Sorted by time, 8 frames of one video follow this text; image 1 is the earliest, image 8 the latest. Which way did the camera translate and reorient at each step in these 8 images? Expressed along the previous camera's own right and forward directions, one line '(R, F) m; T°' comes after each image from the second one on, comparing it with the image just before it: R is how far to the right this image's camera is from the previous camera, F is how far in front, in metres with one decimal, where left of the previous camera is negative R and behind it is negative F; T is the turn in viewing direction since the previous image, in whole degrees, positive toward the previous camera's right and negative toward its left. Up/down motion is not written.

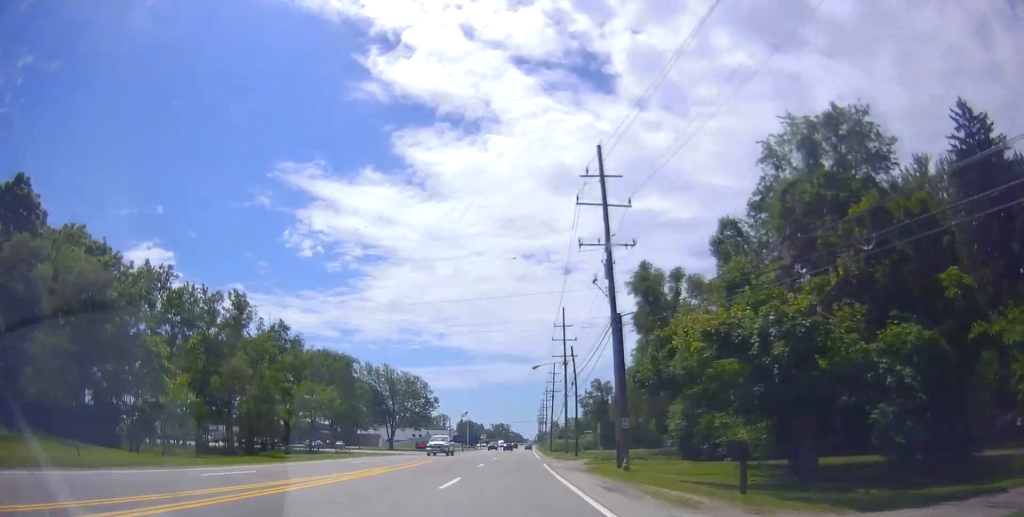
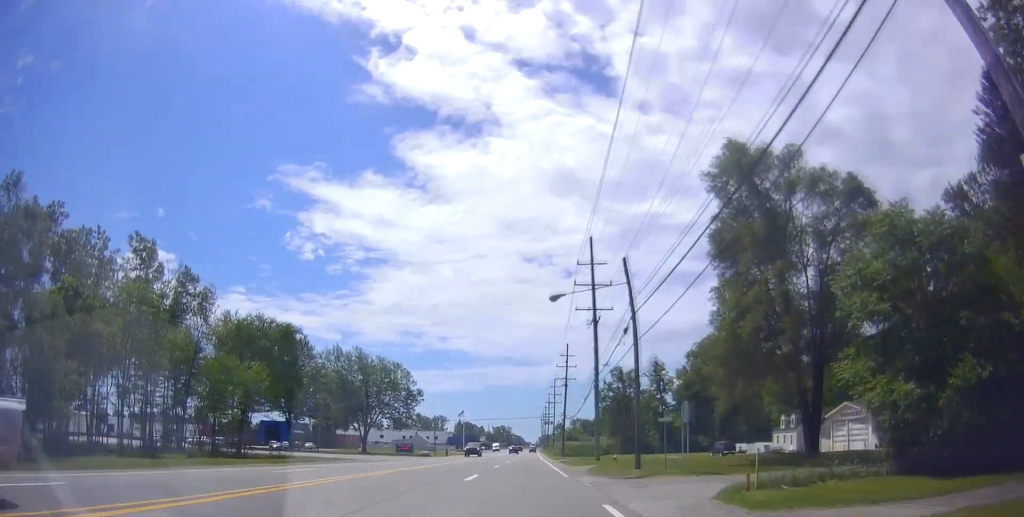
(-0.6, +26.8) m; -2°
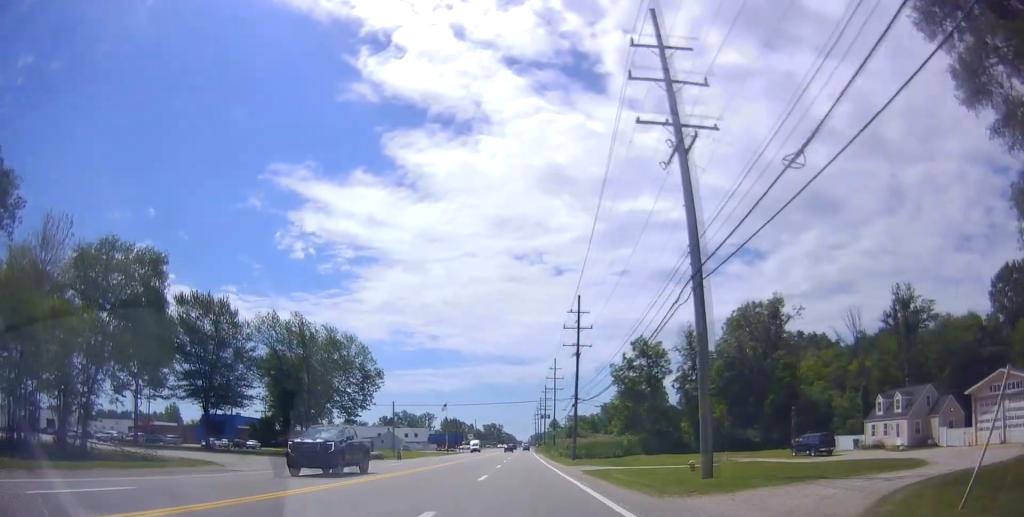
(+0.1, +28.7) m; +1°
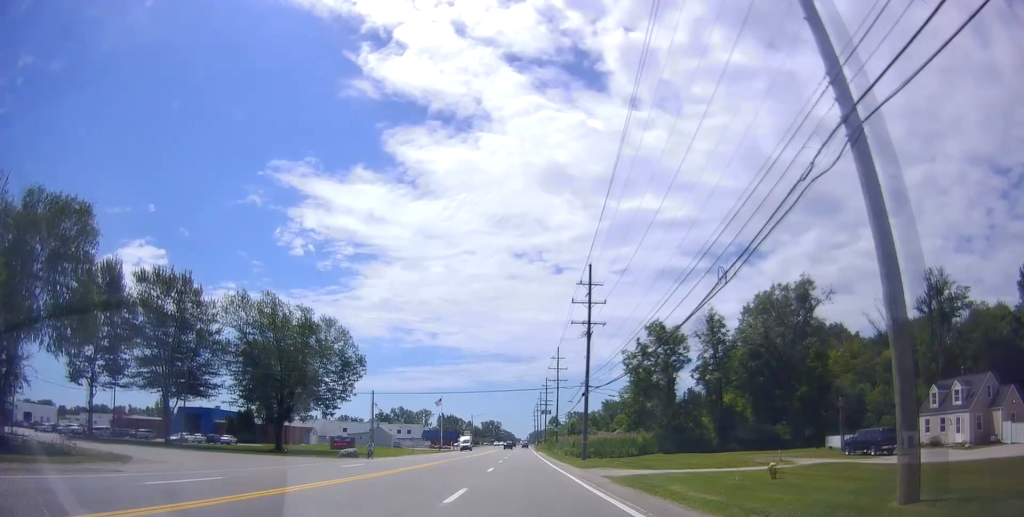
(0.0, +10.3) m; 0°
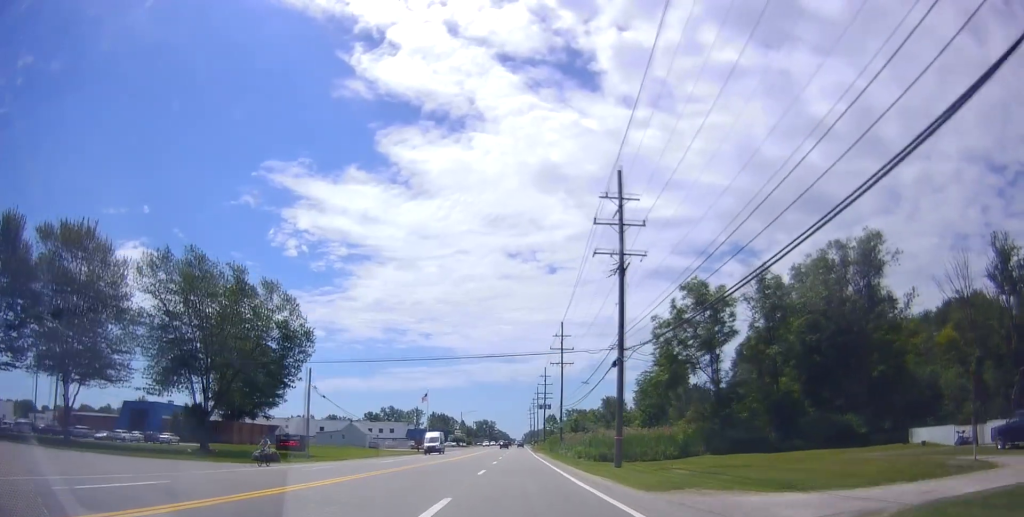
(+0.1, +19.1) m; +1°
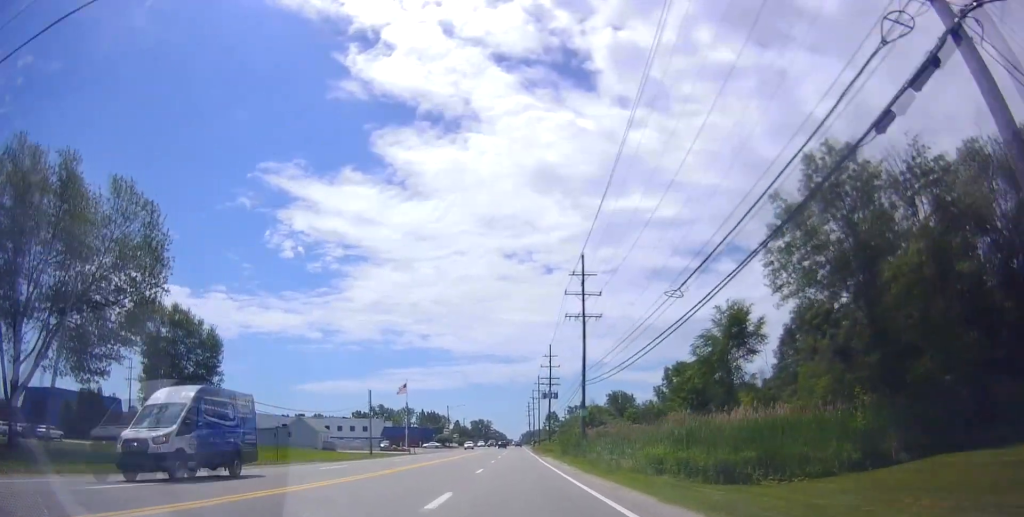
(0.0, +28.3) m; 0°
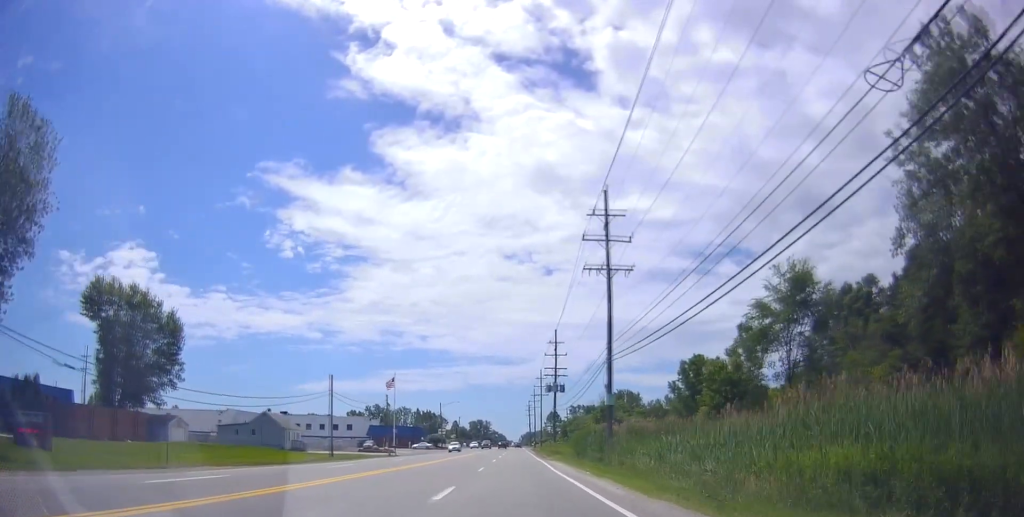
(0.0, +13.8) m; 0°
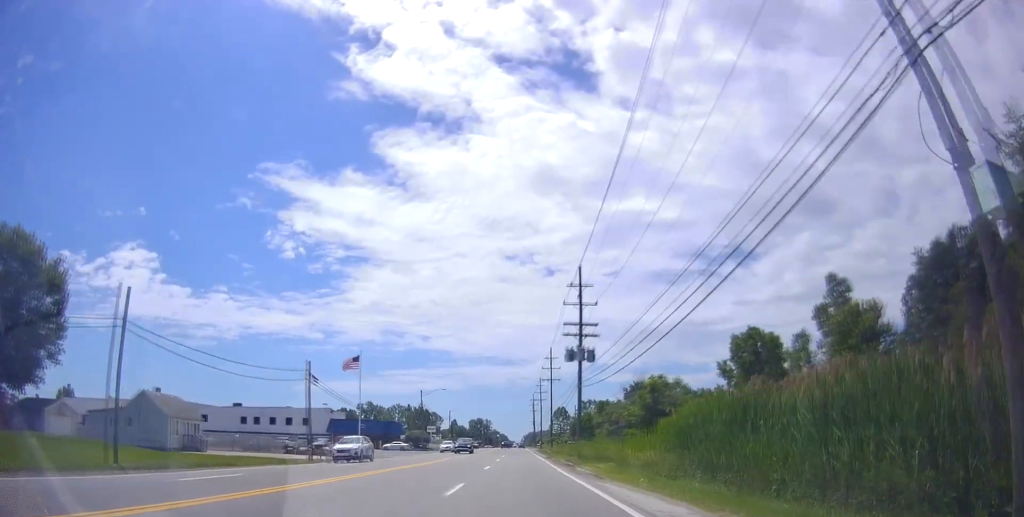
(+0.4, +30.0) m; -1°
